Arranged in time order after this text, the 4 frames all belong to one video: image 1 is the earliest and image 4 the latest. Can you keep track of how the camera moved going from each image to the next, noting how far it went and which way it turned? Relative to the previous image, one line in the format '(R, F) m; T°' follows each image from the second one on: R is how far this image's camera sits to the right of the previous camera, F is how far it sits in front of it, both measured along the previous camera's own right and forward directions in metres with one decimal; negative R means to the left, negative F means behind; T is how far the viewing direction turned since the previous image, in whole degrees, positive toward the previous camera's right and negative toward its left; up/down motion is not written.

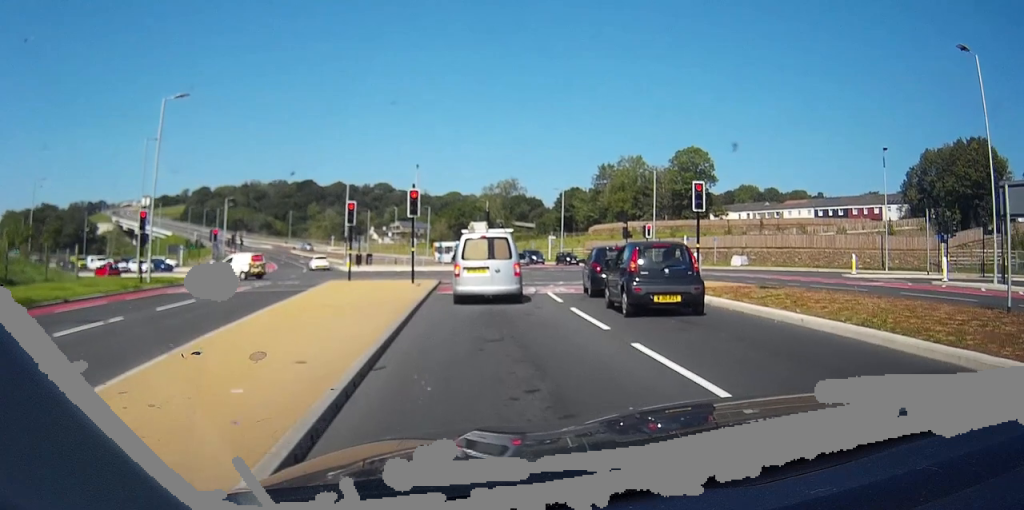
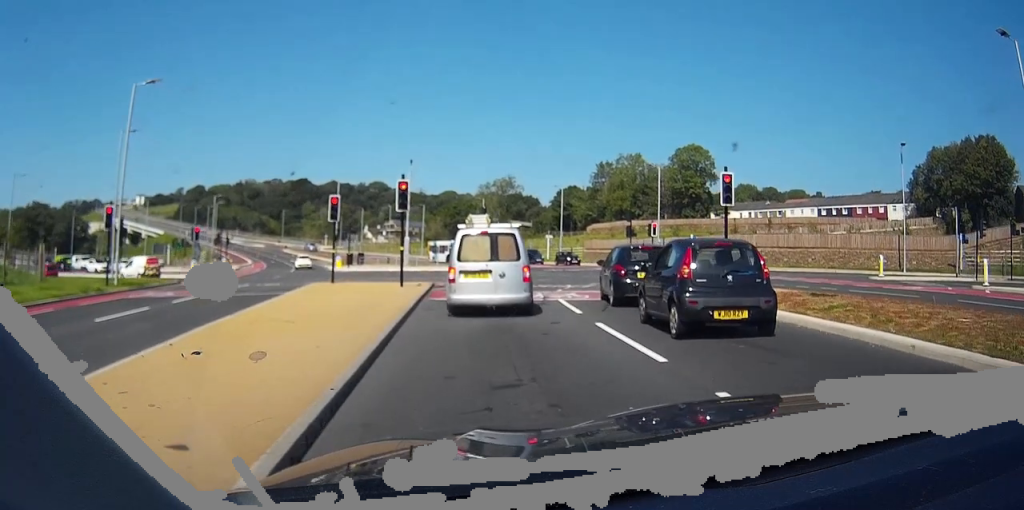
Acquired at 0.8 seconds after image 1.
(+0.1, +2.9) m; +1°
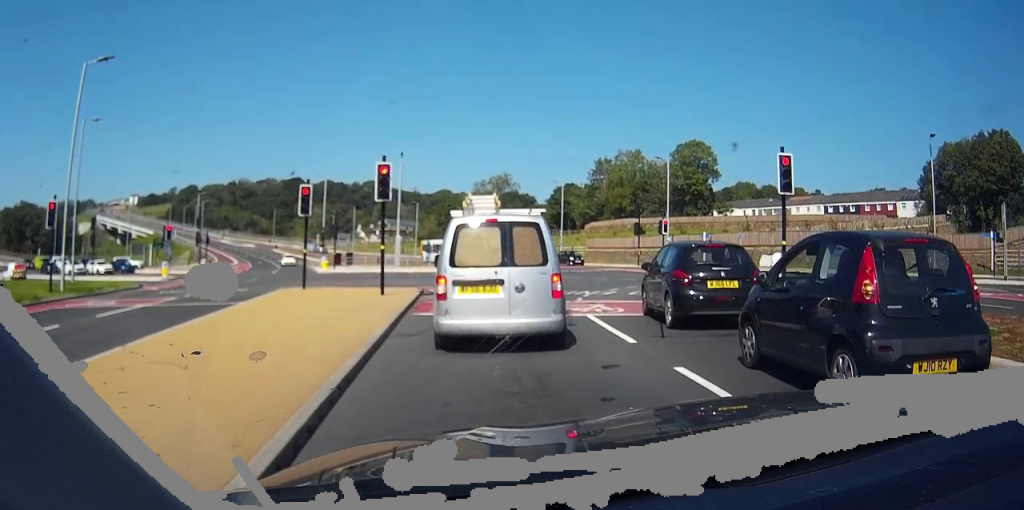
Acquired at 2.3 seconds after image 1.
(0.0, +3.8) m; 0°
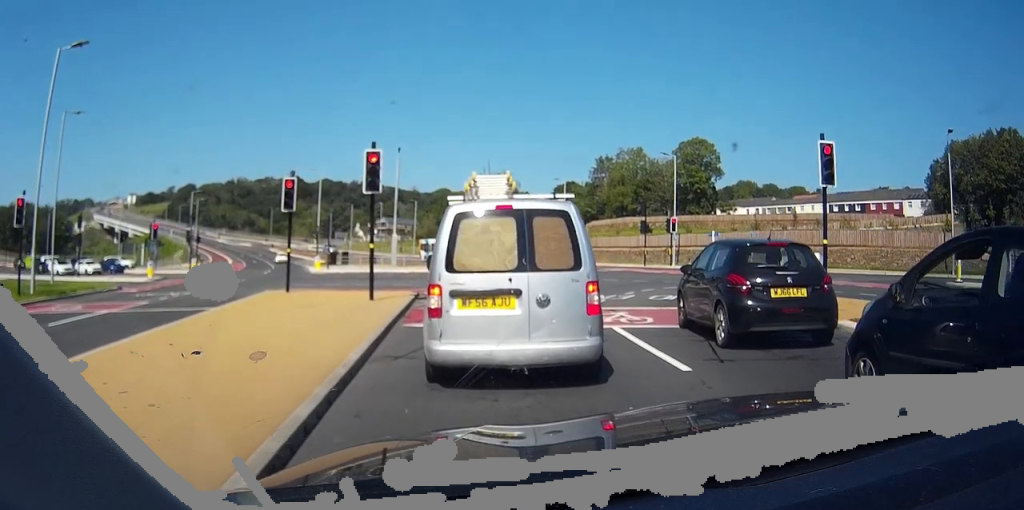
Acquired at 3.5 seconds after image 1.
(0.0, +1.7) m; 0°
